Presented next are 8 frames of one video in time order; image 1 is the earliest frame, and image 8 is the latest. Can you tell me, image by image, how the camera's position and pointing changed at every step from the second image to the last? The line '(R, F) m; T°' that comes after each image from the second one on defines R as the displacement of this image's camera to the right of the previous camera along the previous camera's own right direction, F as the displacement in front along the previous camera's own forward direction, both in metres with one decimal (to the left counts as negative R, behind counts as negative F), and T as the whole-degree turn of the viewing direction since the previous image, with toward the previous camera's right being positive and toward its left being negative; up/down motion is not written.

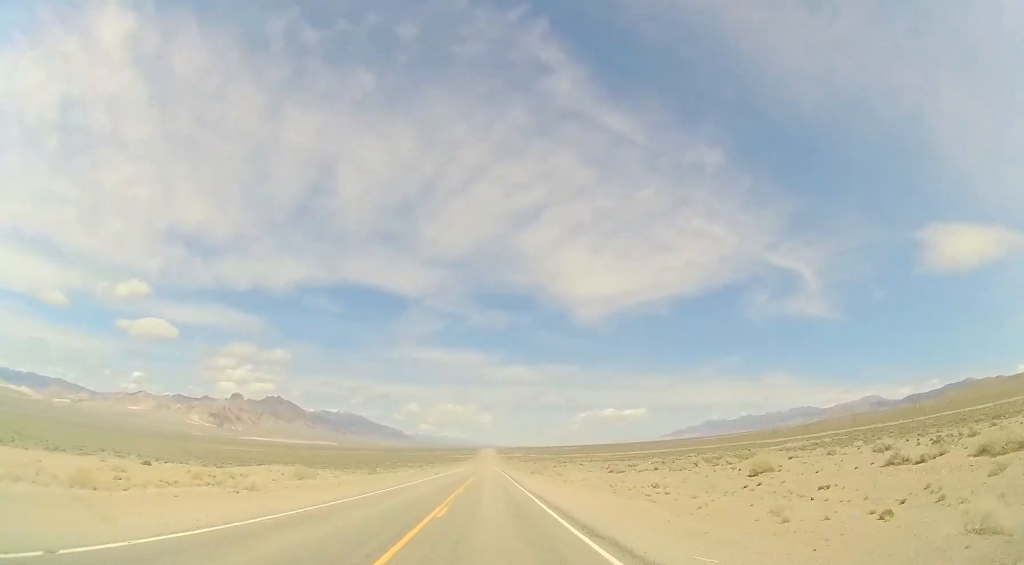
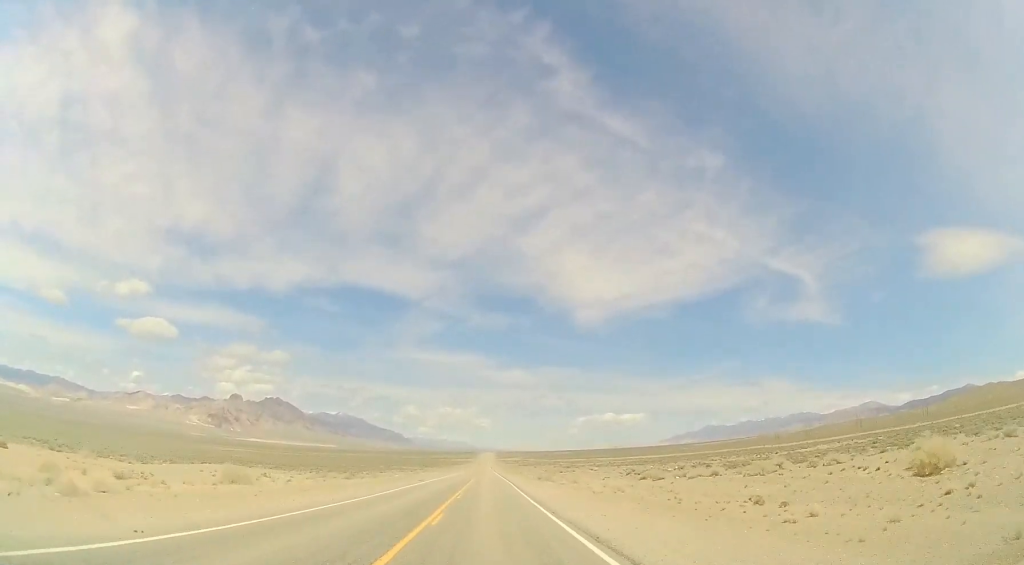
(0.0, +13.3) m; +1°
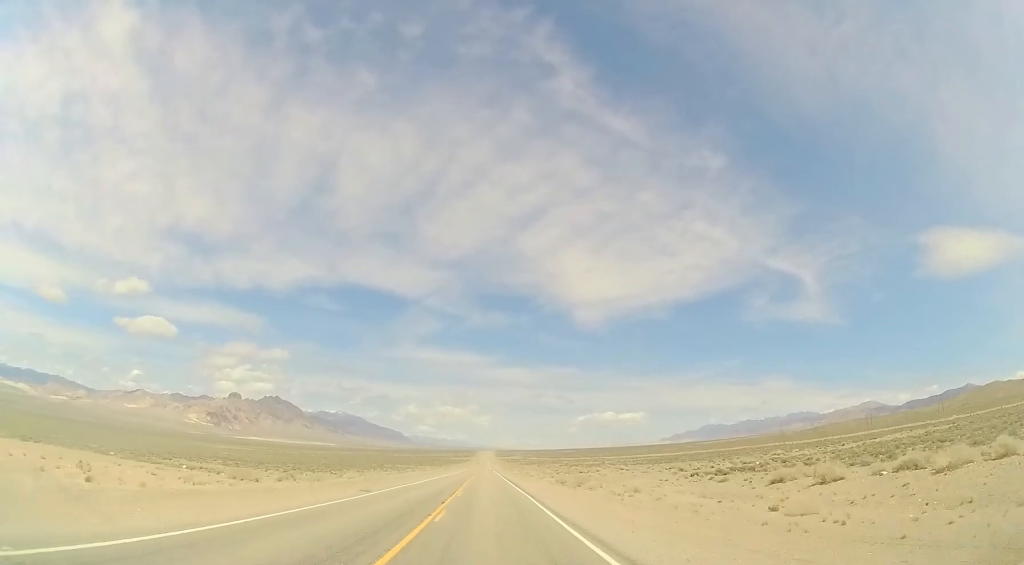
(+0.2, +23.8) m; +1°
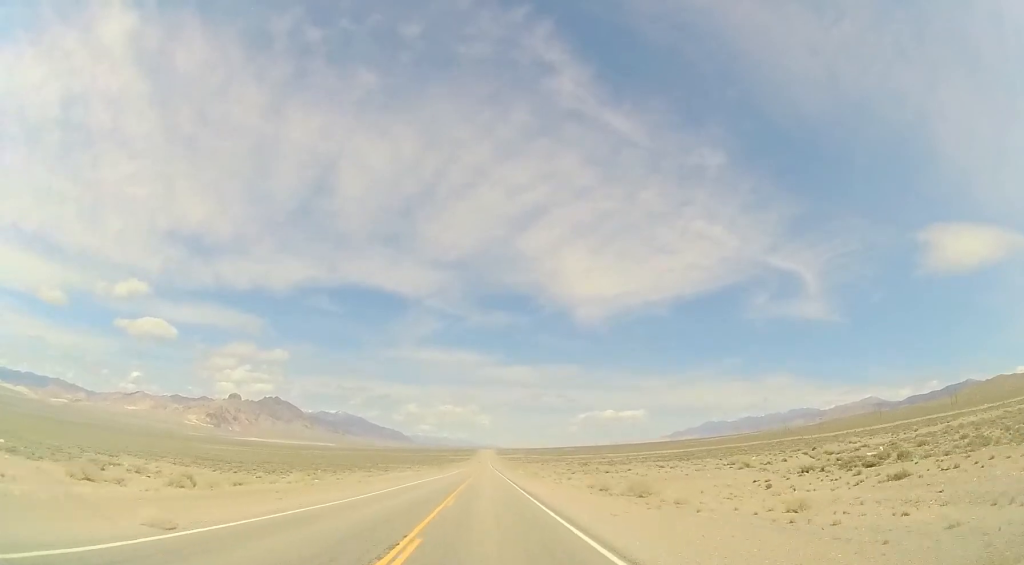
(+0.4, +18.8) m; 0°
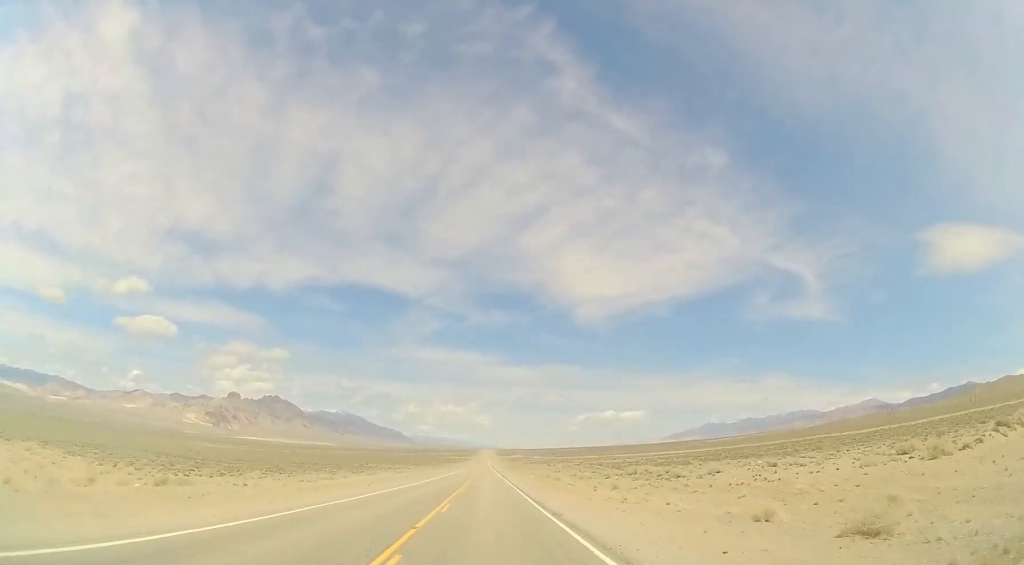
(-0.3, +26.6) m; -1°
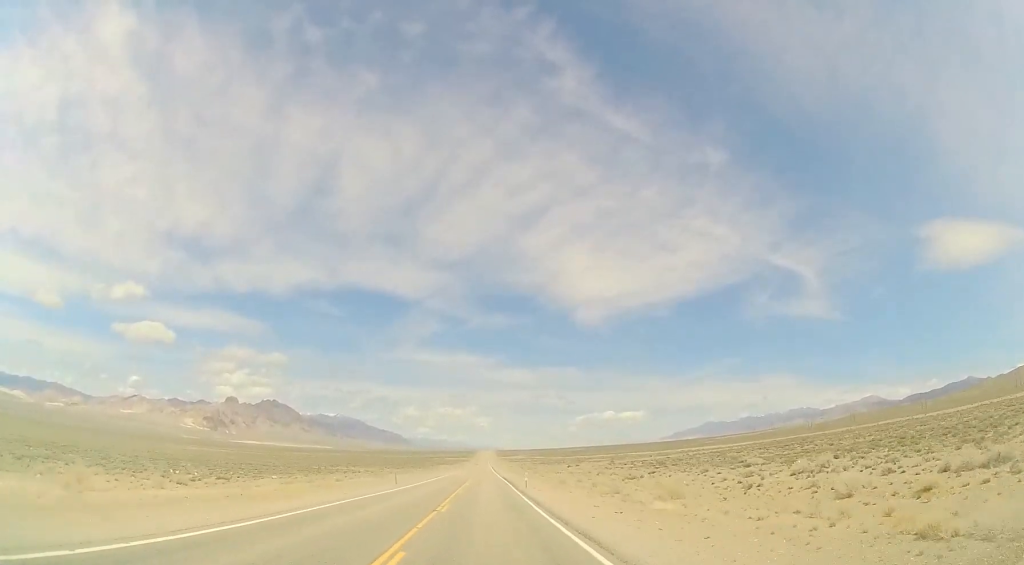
(-0.9, +60.6) m; -1°
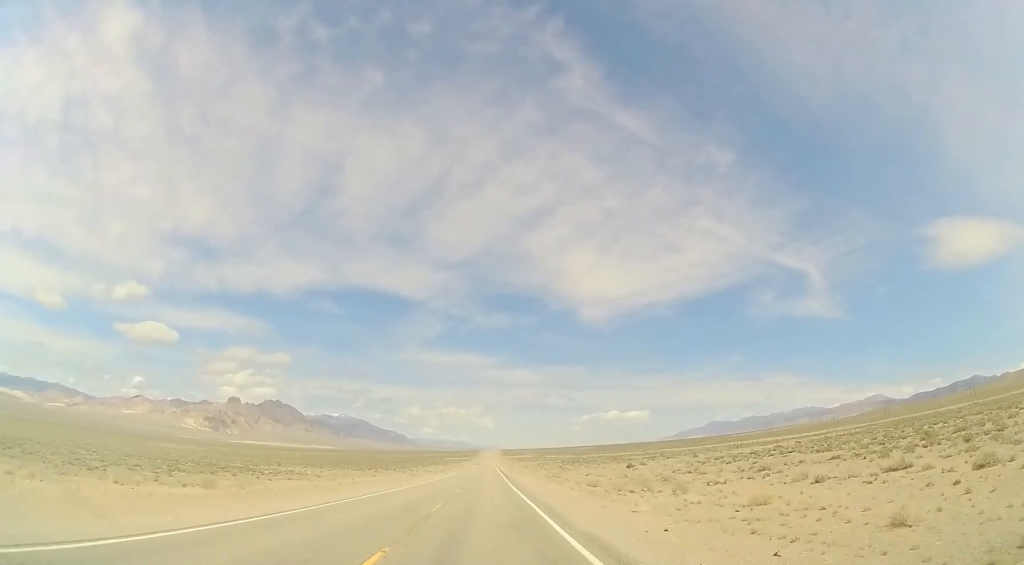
(0.0, +73.5) m; +1°
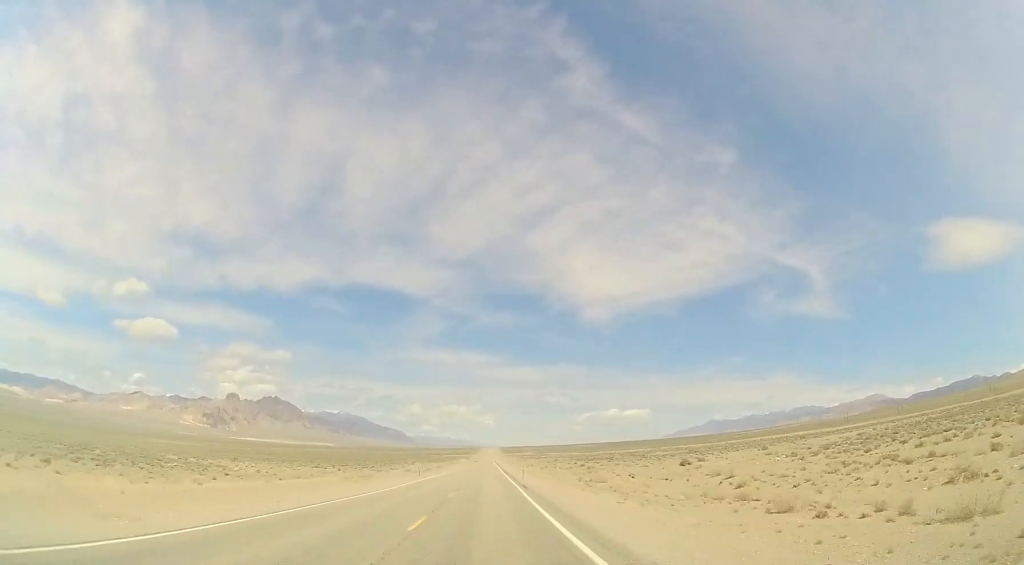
(+0.5, +31.2) m; 0°
